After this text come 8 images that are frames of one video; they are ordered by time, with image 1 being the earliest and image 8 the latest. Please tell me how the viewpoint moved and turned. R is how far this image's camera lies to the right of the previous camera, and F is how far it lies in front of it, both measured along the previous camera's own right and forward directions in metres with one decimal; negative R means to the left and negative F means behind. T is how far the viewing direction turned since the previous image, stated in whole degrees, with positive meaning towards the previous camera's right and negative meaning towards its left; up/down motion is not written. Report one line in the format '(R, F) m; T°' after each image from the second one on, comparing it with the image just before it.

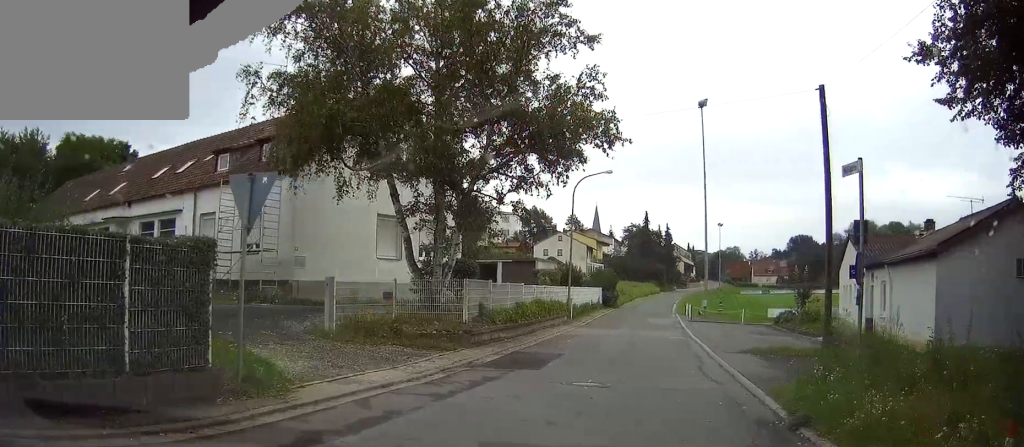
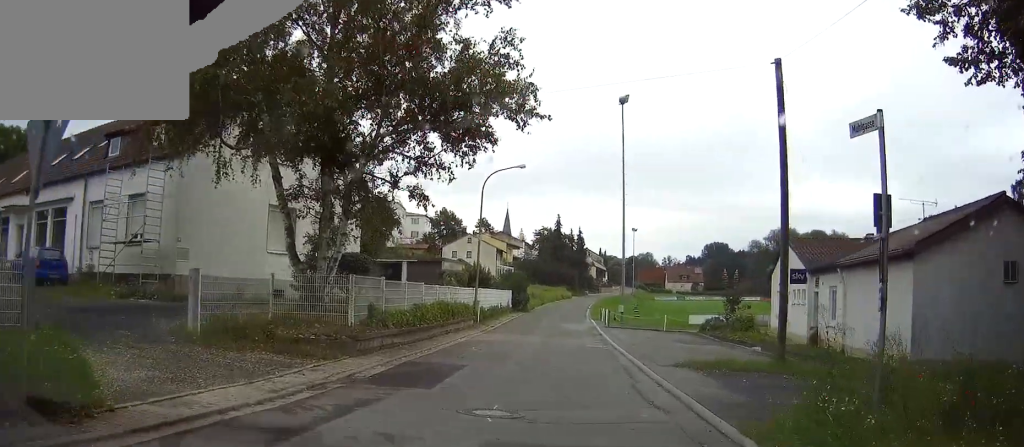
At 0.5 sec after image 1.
(+0.3, +2.7) m; +9°
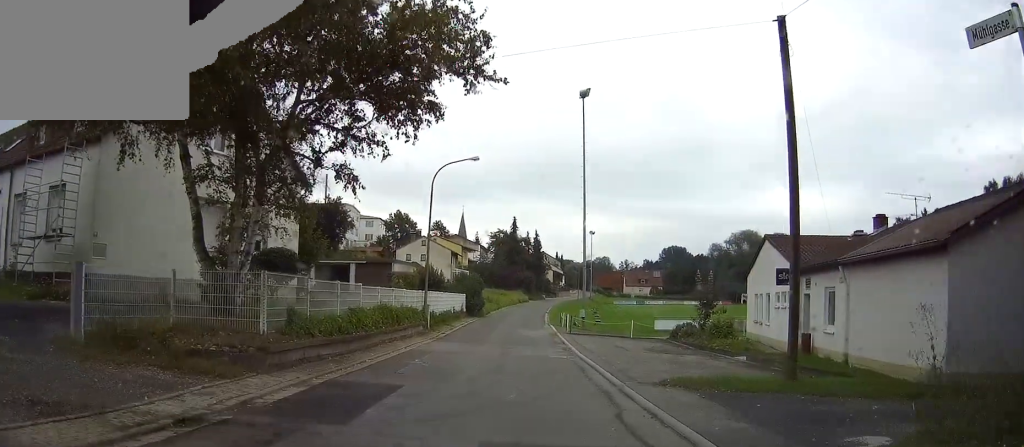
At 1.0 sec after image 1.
(+0.2, +2.8) m; +6°
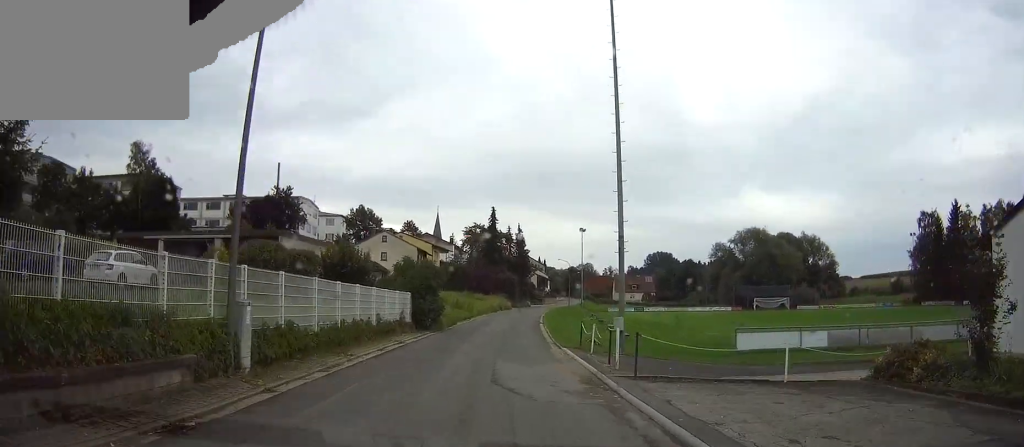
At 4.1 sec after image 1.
(+1.8, +19.9) m; +4°
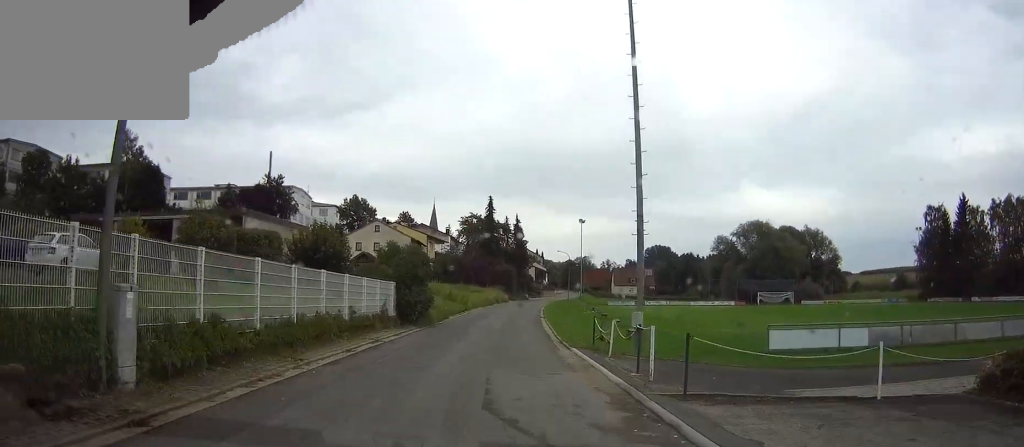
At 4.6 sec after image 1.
(+0.1, +3.8) m; +1°
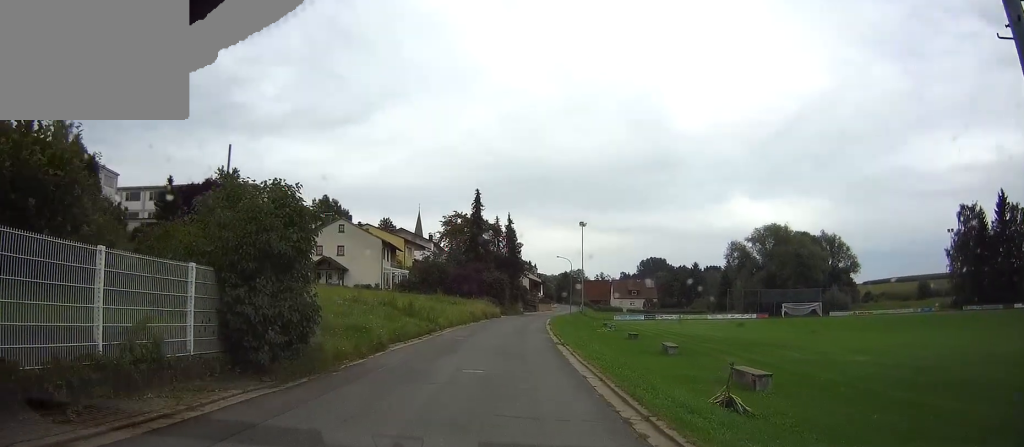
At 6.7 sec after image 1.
(+0.3, +16.9) m; +1°
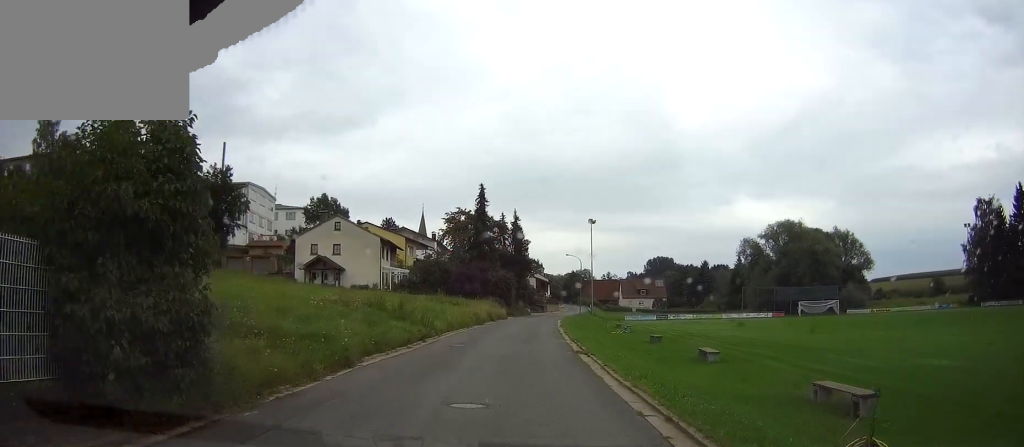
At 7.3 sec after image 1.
(0.0, +4.6) m; +1°
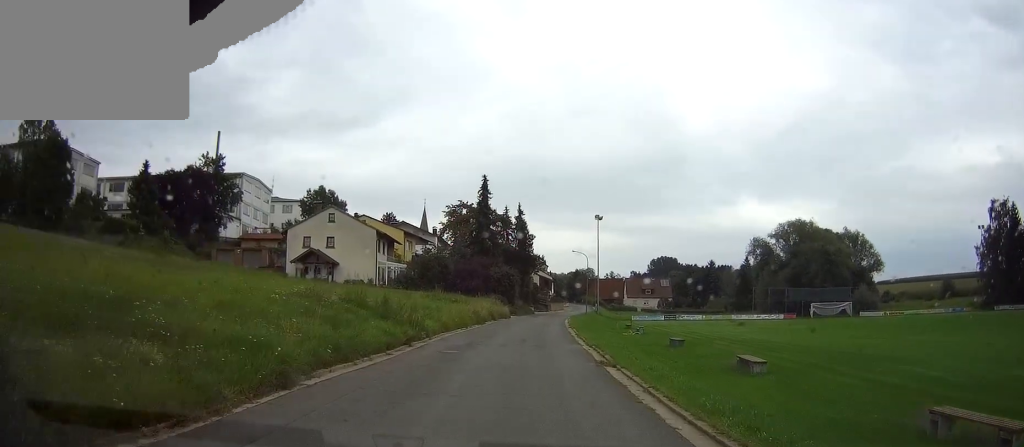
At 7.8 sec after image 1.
(+0.1, +4.2) m; +1°
